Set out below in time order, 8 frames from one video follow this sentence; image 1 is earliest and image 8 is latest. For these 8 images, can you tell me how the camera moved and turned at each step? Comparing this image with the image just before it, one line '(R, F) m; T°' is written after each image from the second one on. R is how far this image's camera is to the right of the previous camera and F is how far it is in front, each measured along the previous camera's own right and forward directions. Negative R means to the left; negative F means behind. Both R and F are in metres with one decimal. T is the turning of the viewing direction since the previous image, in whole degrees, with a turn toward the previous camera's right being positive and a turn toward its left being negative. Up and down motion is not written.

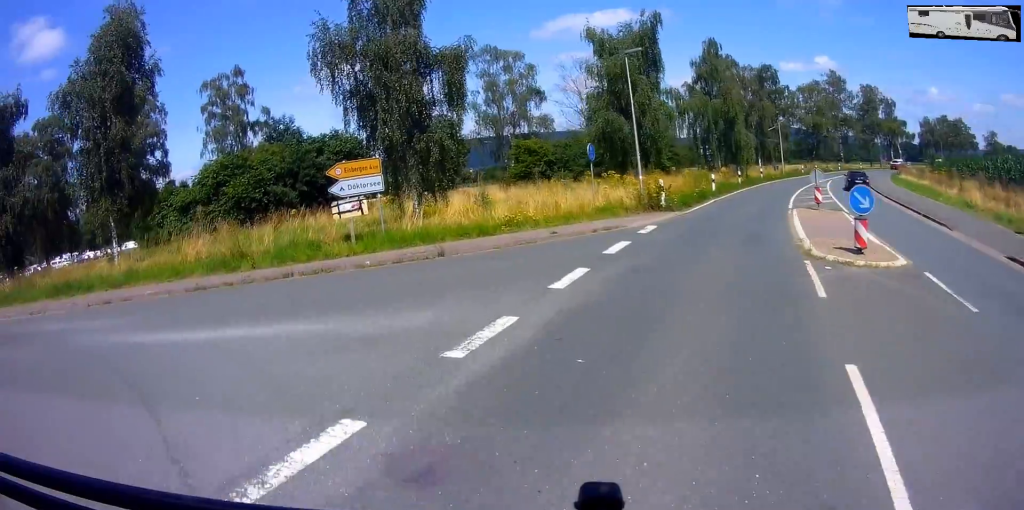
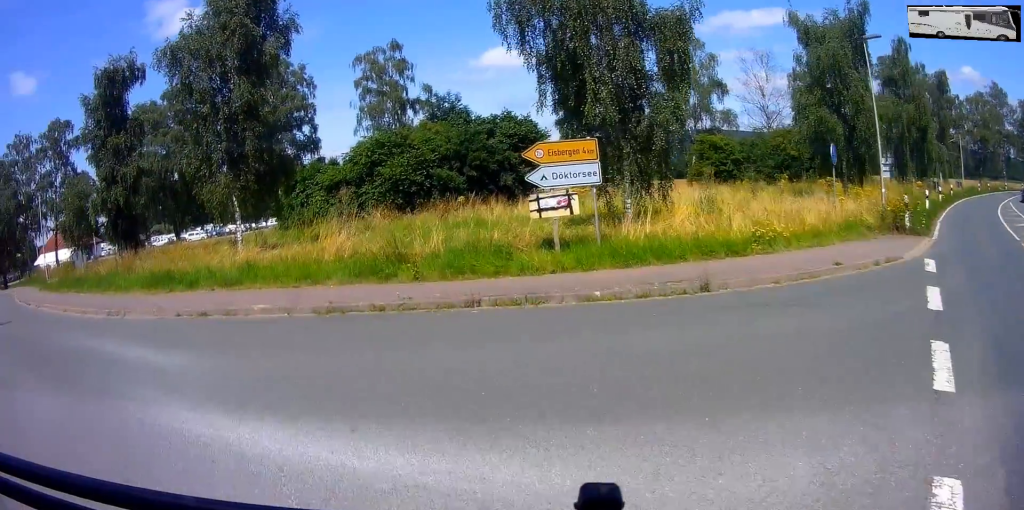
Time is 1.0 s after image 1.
(-0.5, +3.3) m; -13°
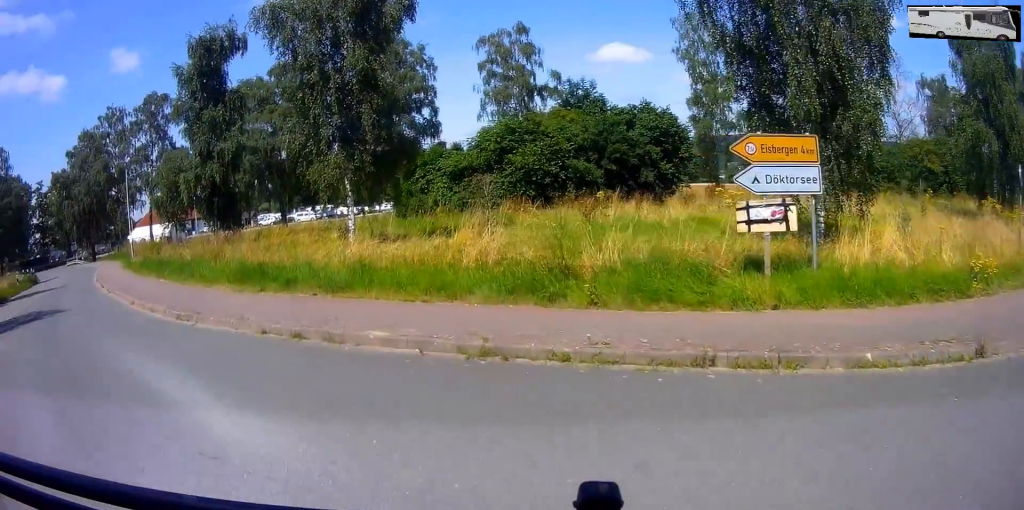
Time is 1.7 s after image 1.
(-0.1, +2.1) m; -11°
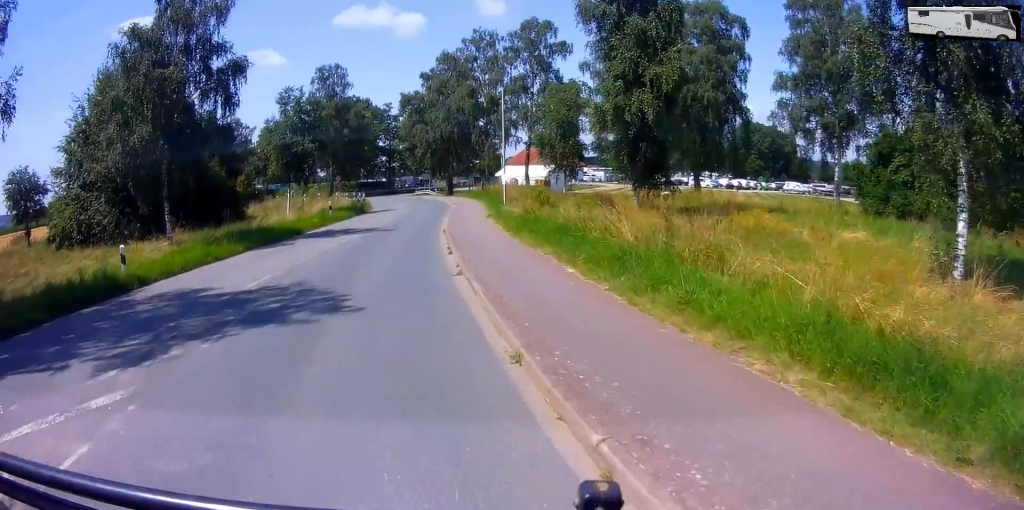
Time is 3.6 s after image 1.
(-3.1, +6.2) m; -46°
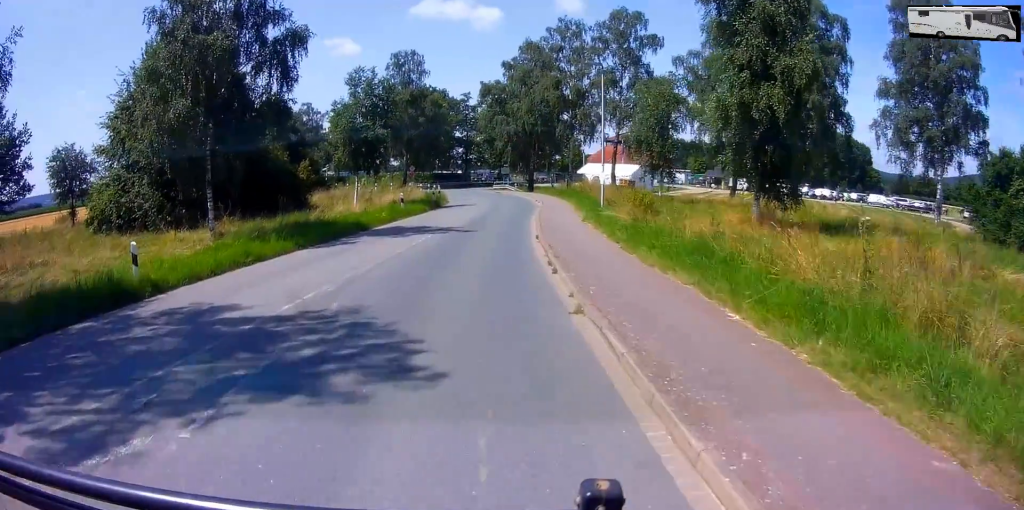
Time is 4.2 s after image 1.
(-0.3, +2.6) m; -8°
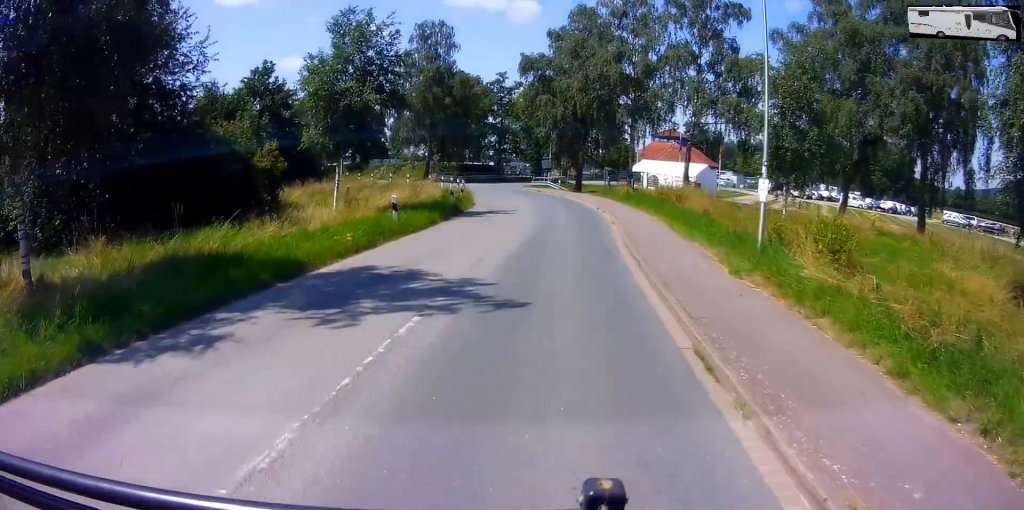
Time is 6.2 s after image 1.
(-1.5, +8.9) m; -11°
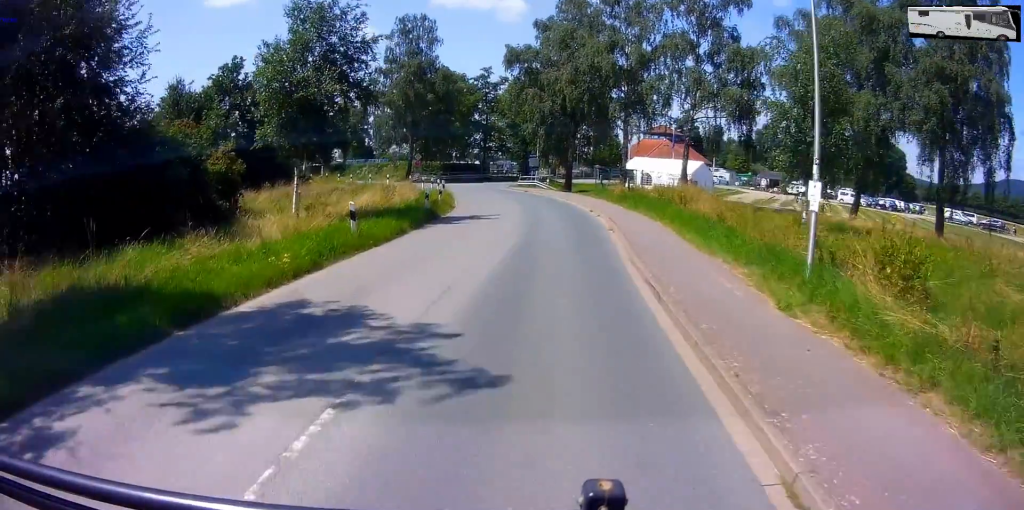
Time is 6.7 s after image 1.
(+0.3, +2.5) m; +5°
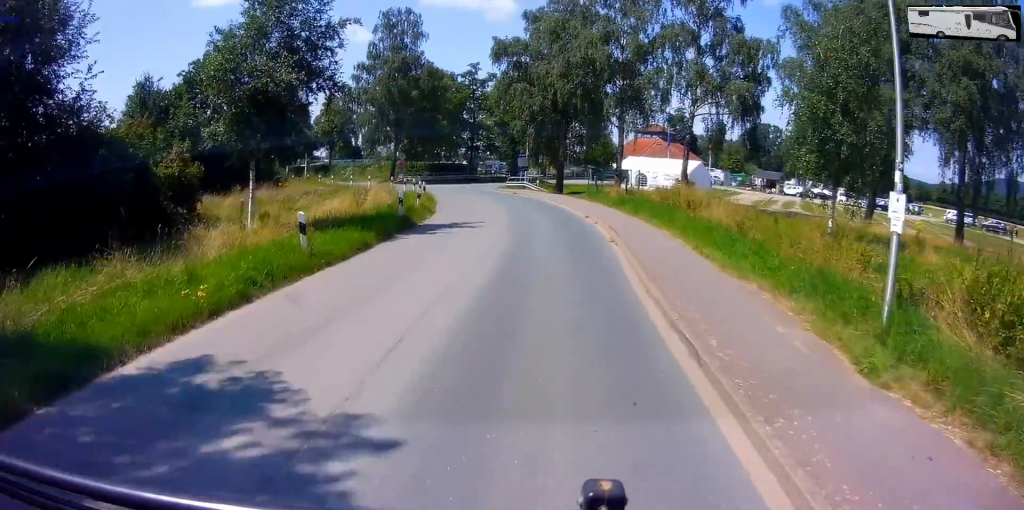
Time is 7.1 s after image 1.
(+0.1, +2.3) m; +4°
